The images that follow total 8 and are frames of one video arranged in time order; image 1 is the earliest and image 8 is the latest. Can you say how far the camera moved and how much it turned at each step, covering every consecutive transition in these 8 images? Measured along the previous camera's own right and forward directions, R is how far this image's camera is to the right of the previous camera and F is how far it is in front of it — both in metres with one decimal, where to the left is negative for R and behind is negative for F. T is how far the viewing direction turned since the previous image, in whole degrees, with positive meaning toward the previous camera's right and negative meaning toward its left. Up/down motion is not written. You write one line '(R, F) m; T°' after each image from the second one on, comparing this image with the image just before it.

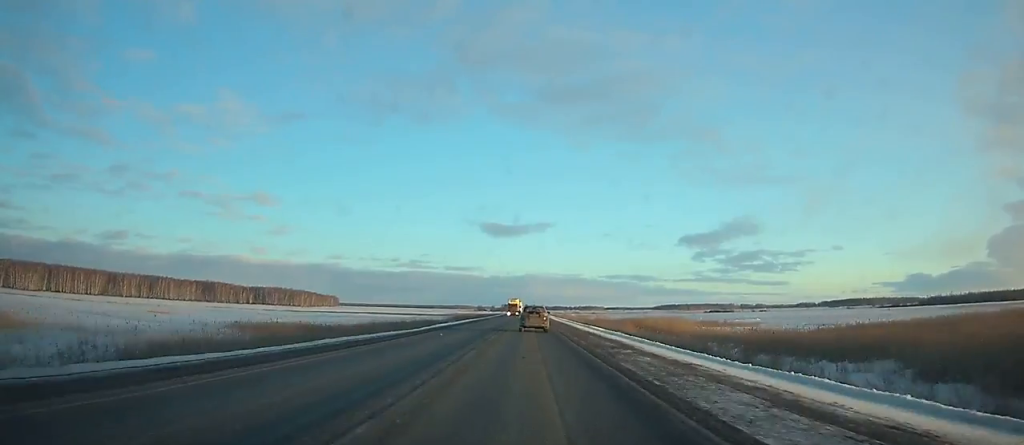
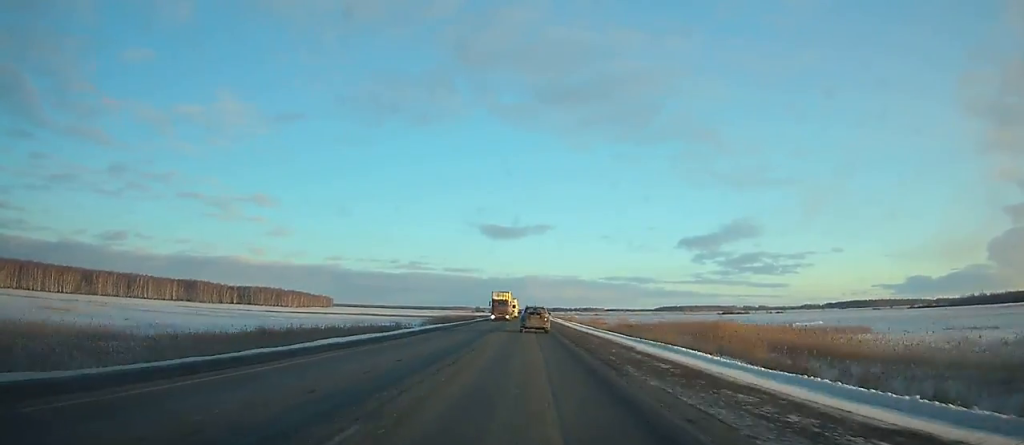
(0.0, +35.9) m; 0°
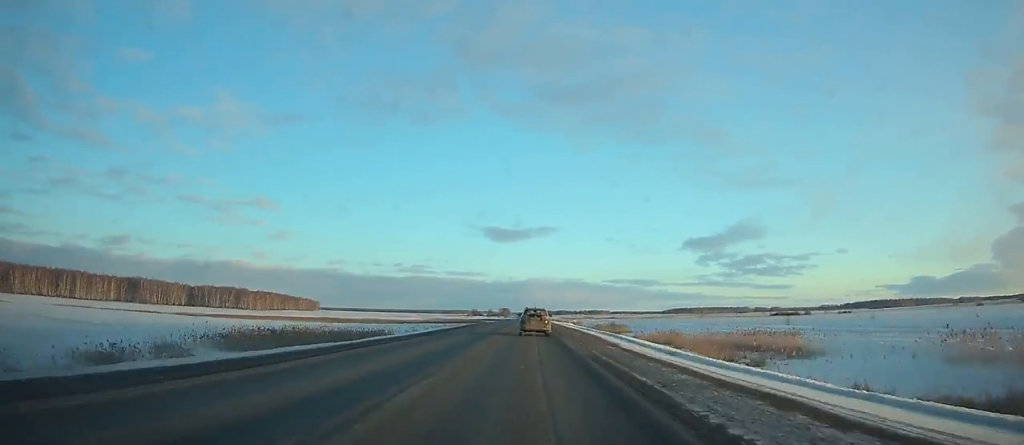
(+0.1, +103.2) m; 0°
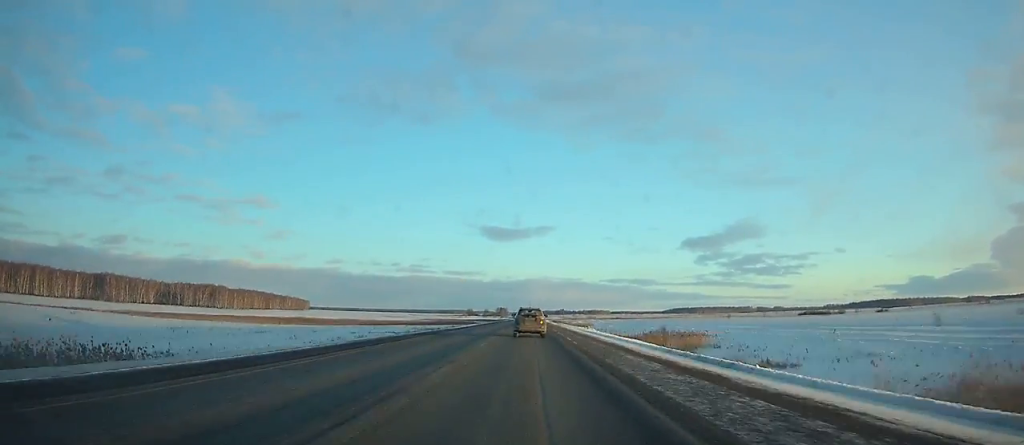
(0.0, +42.9) m; 0°
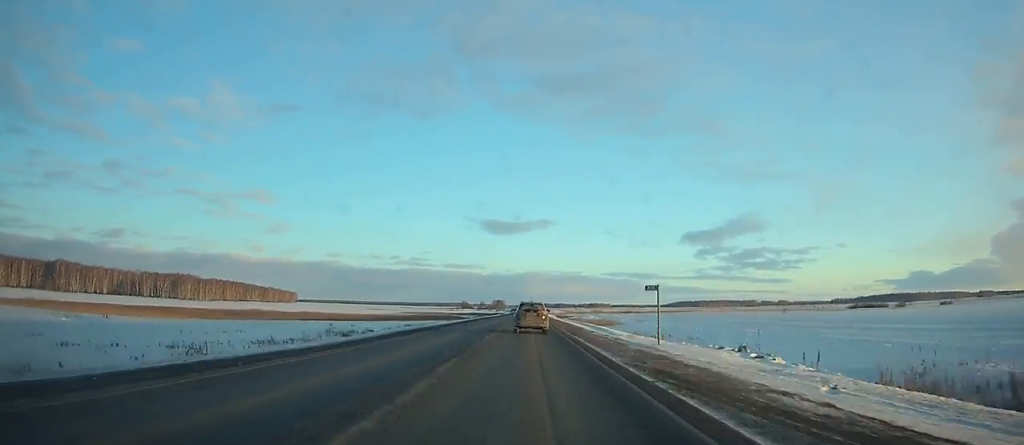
(0.0, +58.2) m; 0°
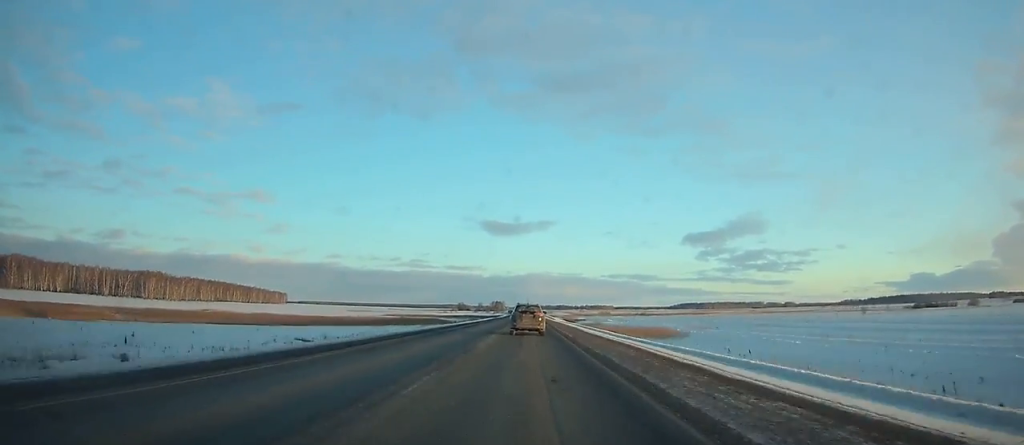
(0.0, +52.1) m; 0°
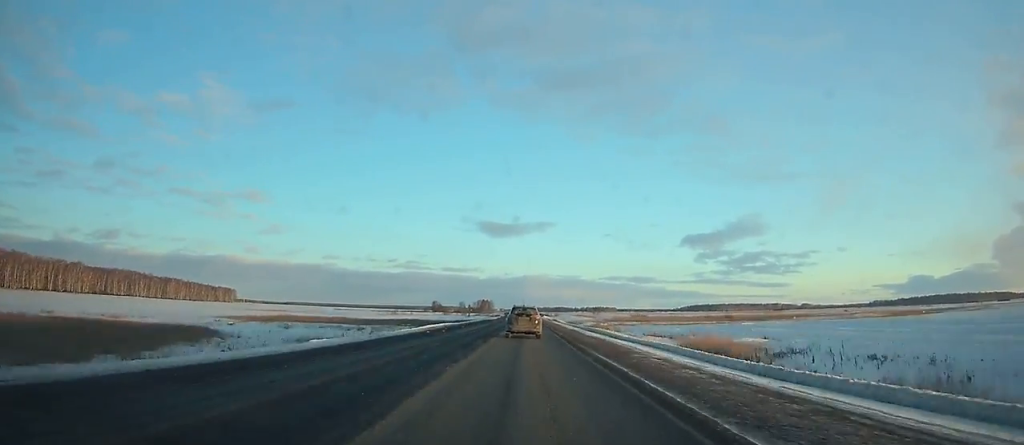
(0.0, +176.4) m; 0°
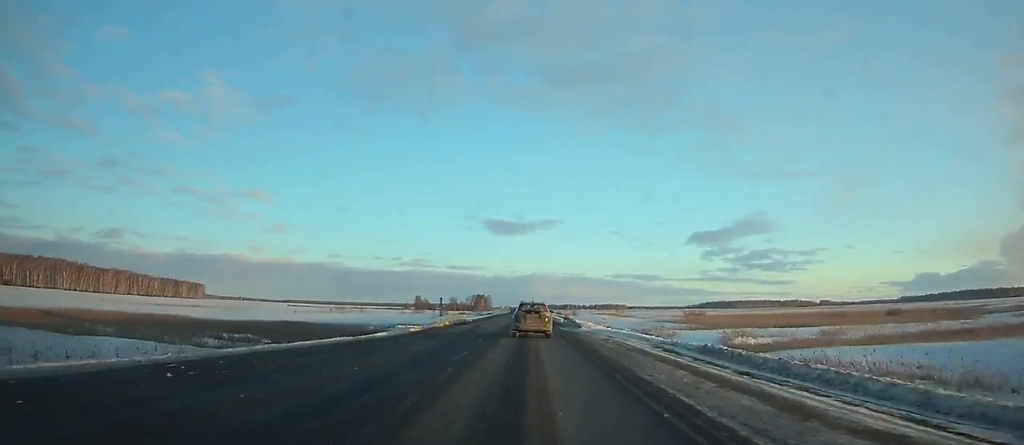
(0.0, +105.4) m; 0°
